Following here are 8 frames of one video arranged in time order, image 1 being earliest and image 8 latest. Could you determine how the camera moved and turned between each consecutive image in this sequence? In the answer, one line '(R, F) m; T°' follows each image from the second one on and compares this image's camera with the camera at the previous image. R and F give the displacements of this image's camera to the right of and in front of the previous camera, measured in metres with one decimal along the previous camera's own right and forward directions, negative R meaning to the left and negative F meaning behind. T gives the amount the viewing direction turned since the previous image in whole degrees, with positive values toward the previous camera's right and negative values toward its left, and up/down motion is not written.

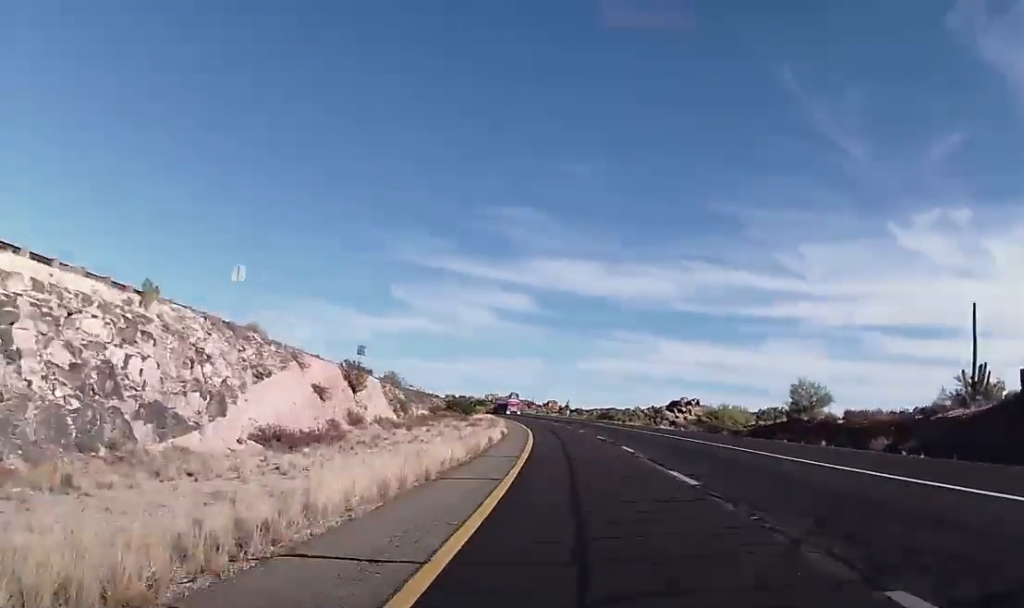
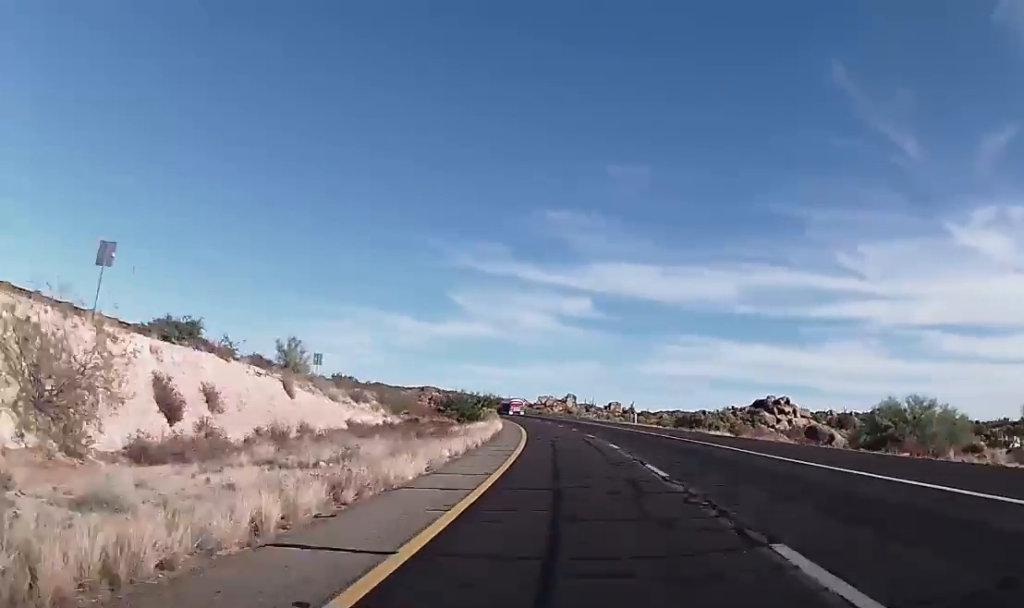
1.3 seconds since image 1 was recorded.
(-2.1, +46.0) m; -5°
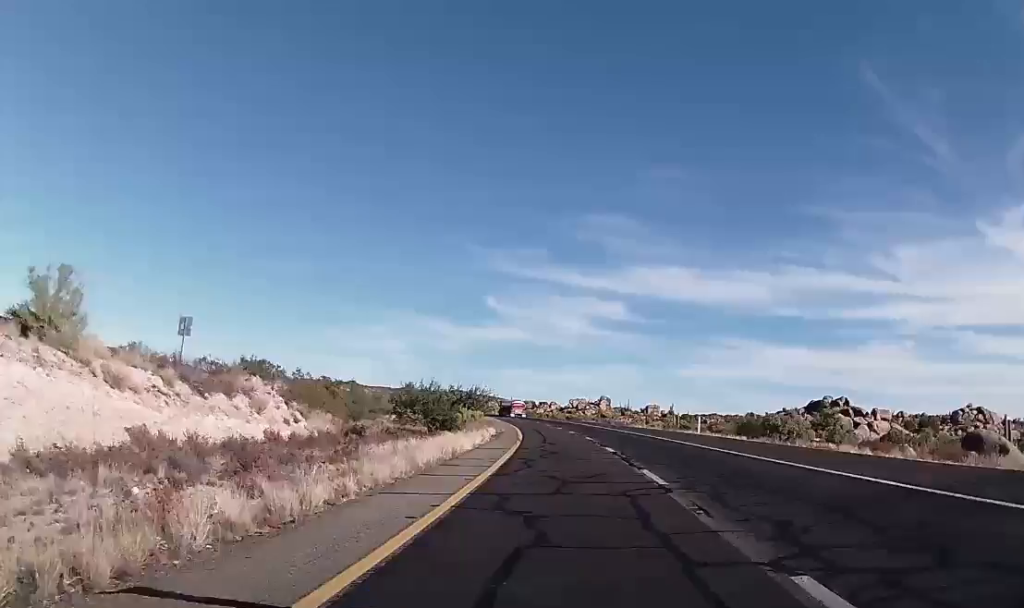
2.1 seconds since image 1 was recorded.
(-0.7, +25.4) m; -2°
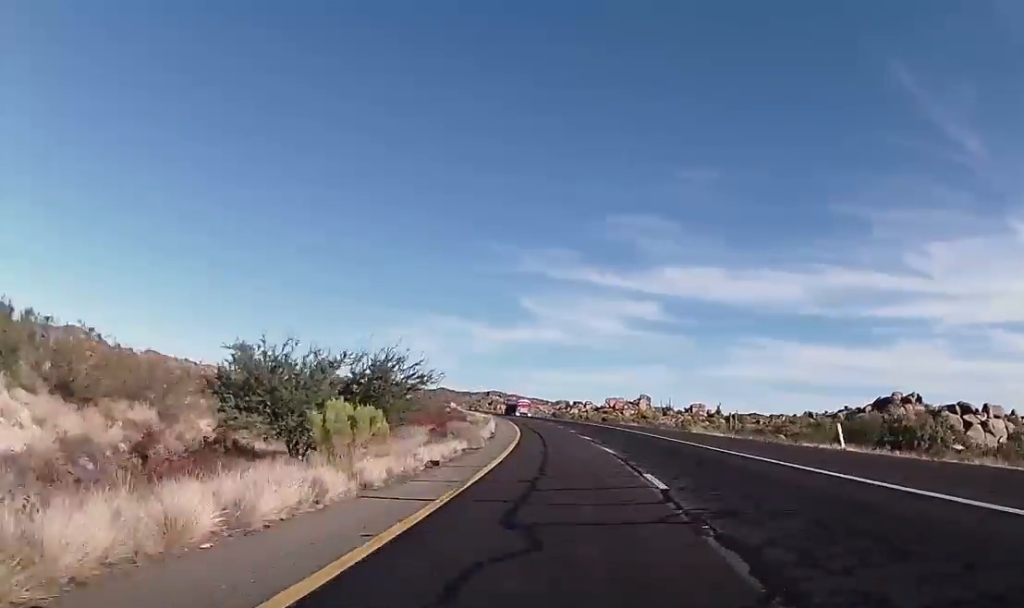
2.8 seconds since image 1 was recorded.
(-0.3, +24.2) m; -1°
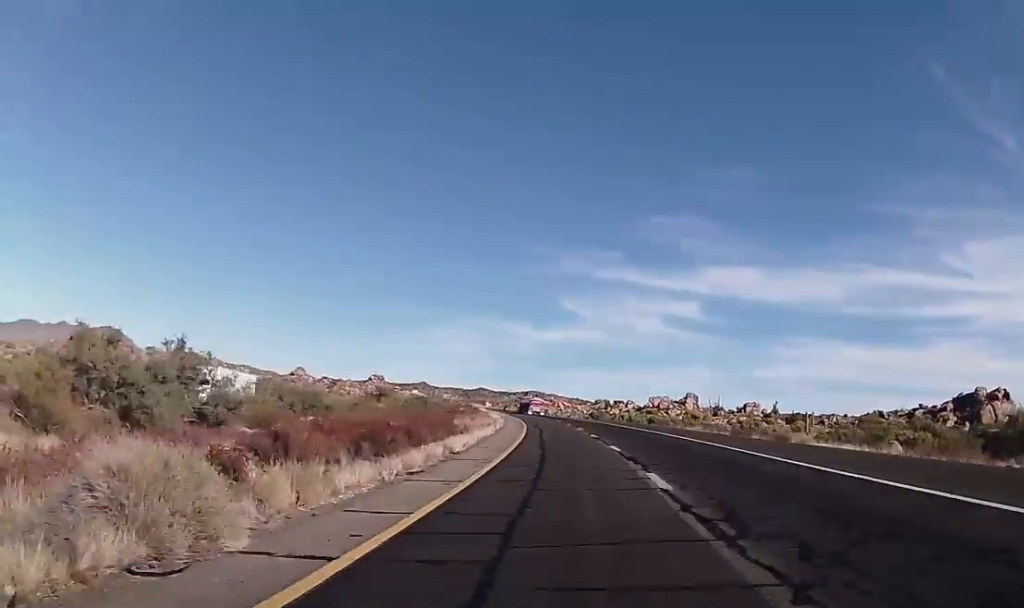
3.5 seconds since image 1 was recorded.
(-0.3, +24.2) m; -2°
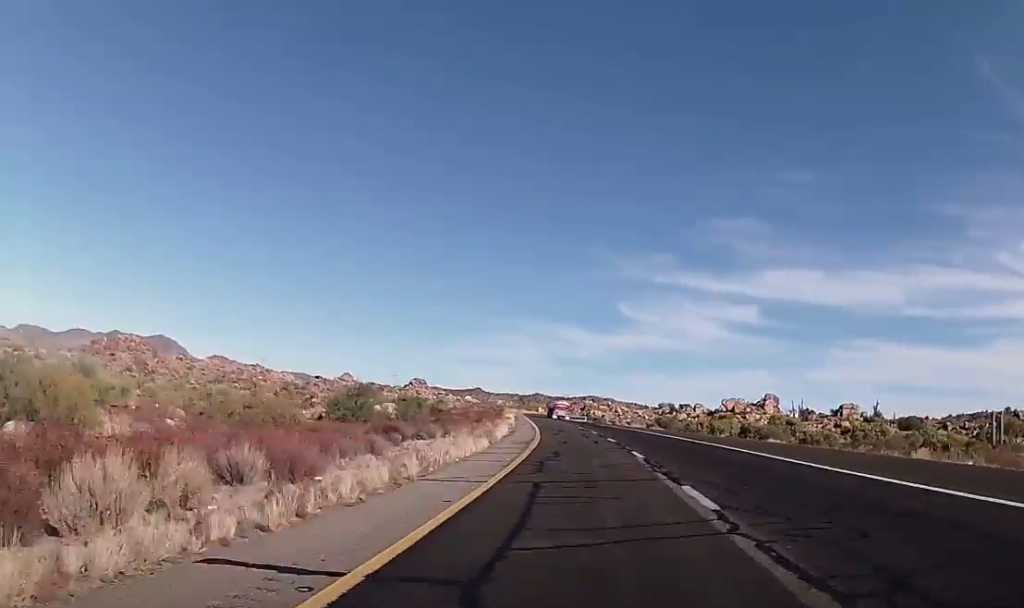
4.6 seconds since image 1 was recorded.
(-1.3, +38.4) m; -5°
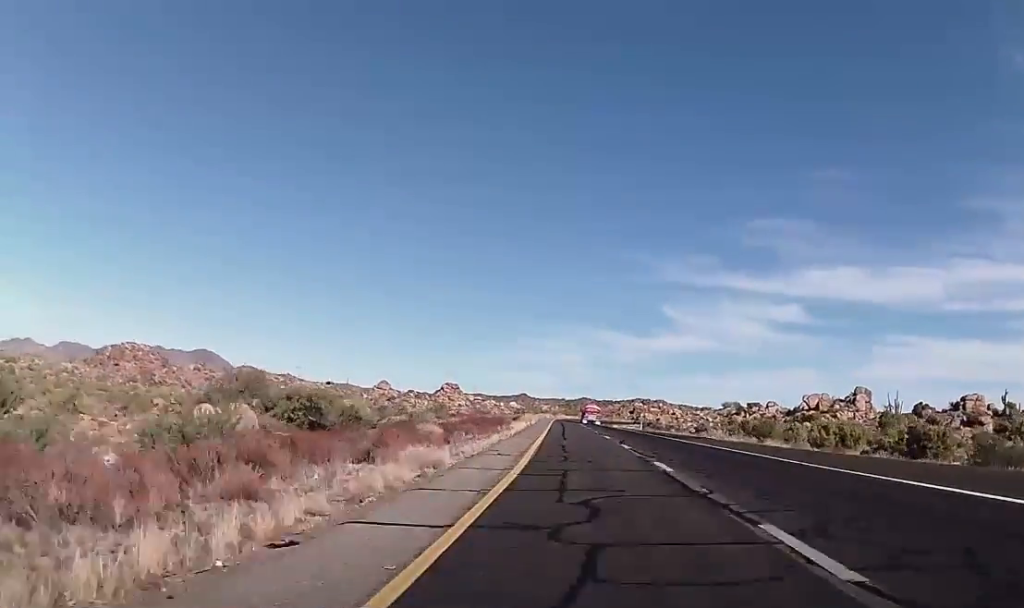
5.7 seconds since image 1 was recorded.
(-2.3, +41.1) m; -5°
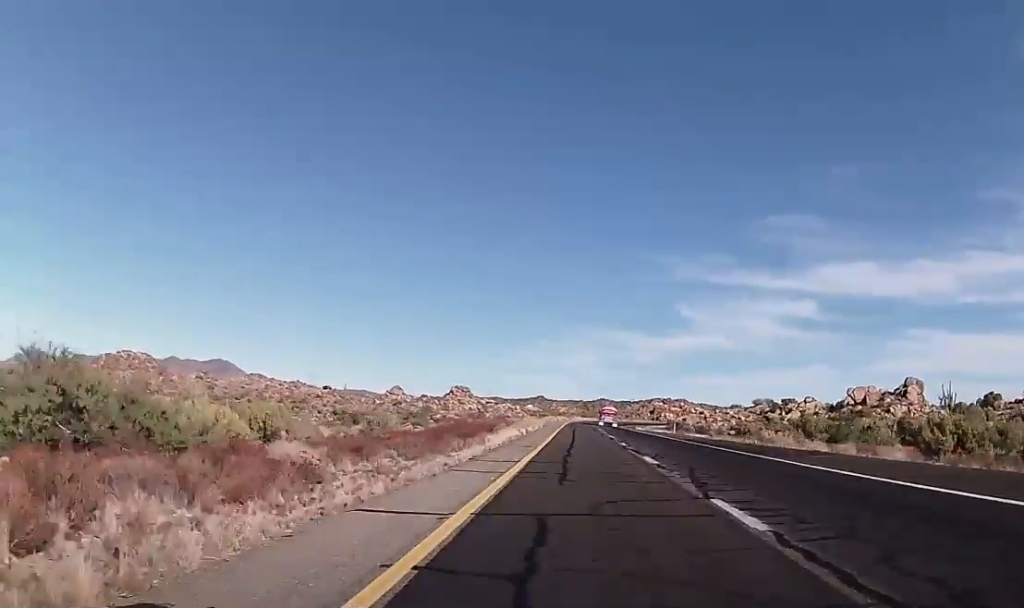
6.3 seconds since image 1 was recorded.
(-0.4, +21.2) m; -2°
